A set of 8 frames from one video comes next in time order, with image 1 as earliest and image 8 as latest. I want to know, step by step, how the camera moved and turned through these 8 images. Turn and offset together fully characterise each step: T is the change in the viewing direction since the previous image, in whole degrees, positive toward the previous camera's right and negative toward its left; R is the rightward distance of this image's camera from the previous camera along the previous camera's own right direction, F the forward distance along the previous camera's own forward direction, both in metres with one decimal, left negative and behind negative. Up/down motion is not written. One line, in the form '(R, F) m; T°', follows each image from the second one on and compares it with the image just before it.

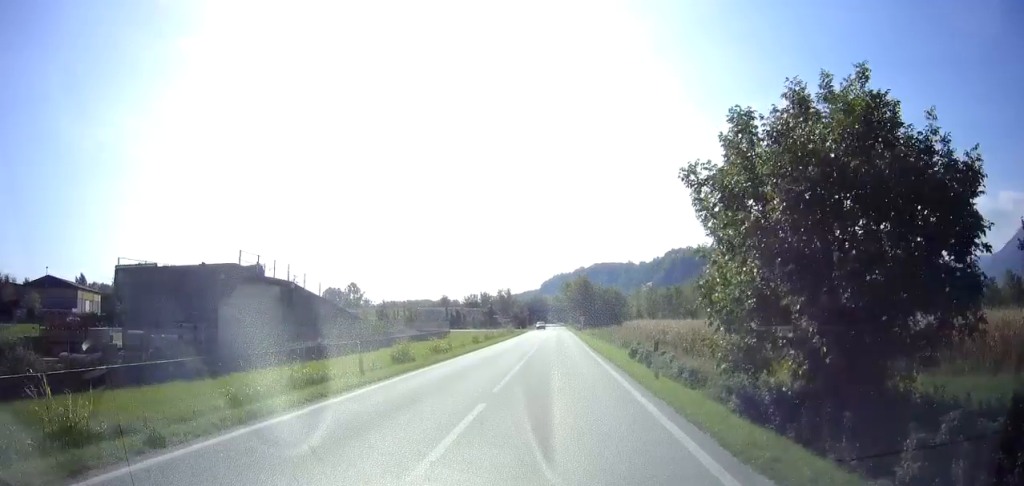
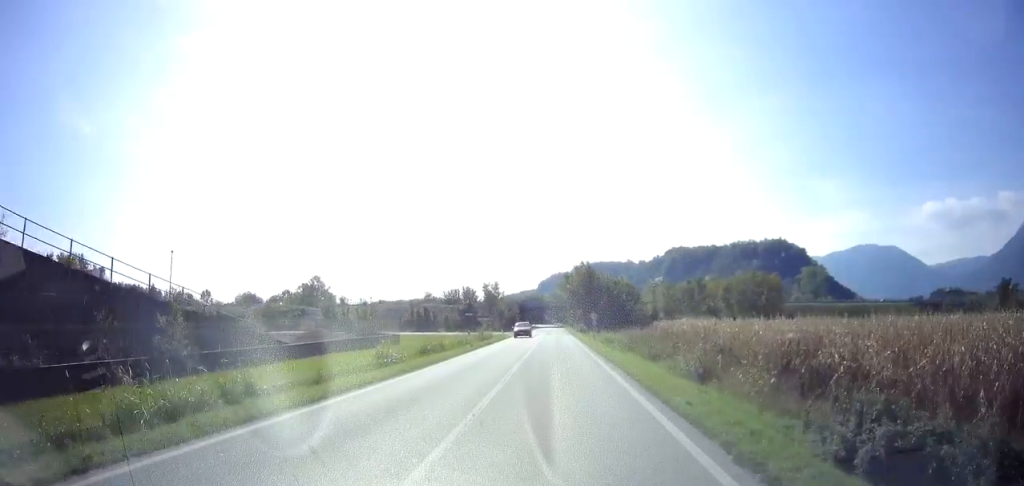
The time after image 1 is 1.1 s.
(+0.3, +23.6) m; +1°
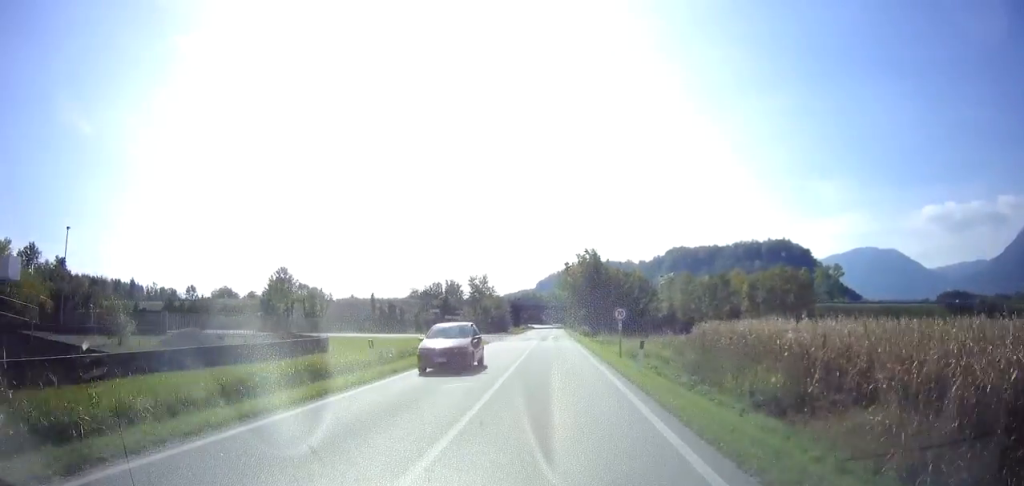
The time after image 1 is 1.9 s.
(0.0, +16.4) m; 0°
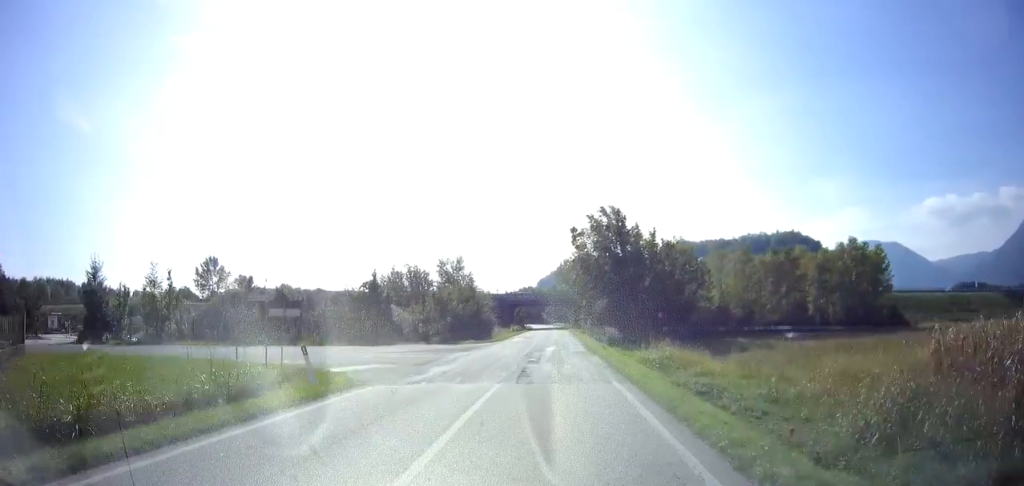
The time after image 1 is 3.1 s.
(-0.1, +26.9) m; 0°
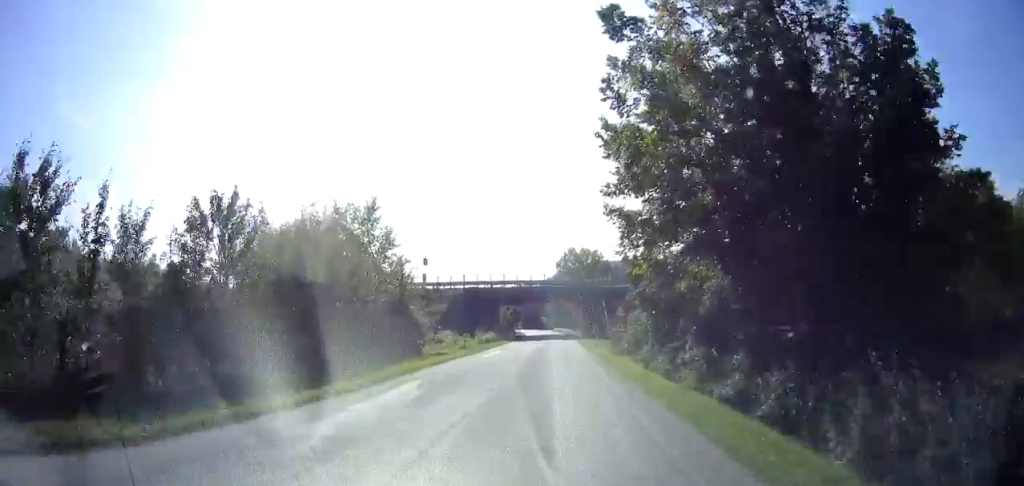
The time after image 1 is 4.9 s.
(0.0, +36.3) m; 0°
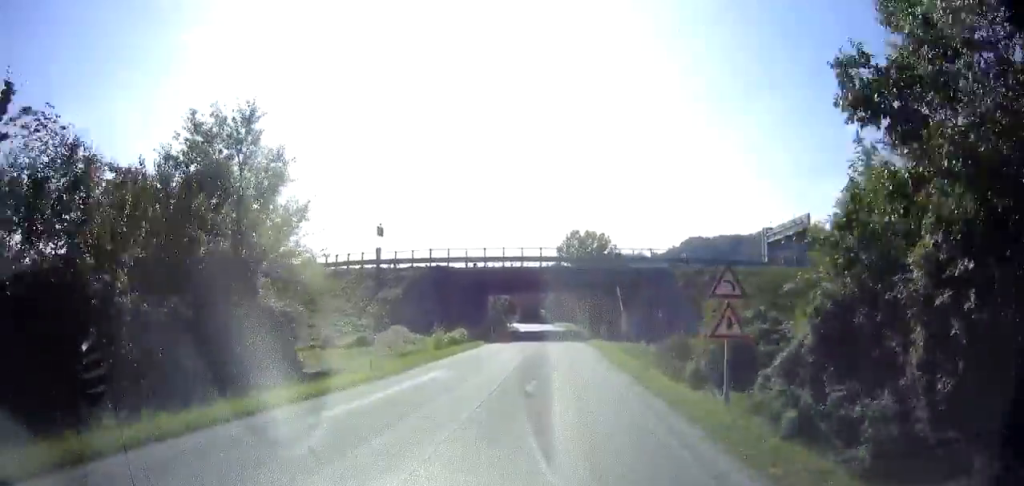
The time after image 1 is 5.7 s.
(0.0, +16.5) m; 0°
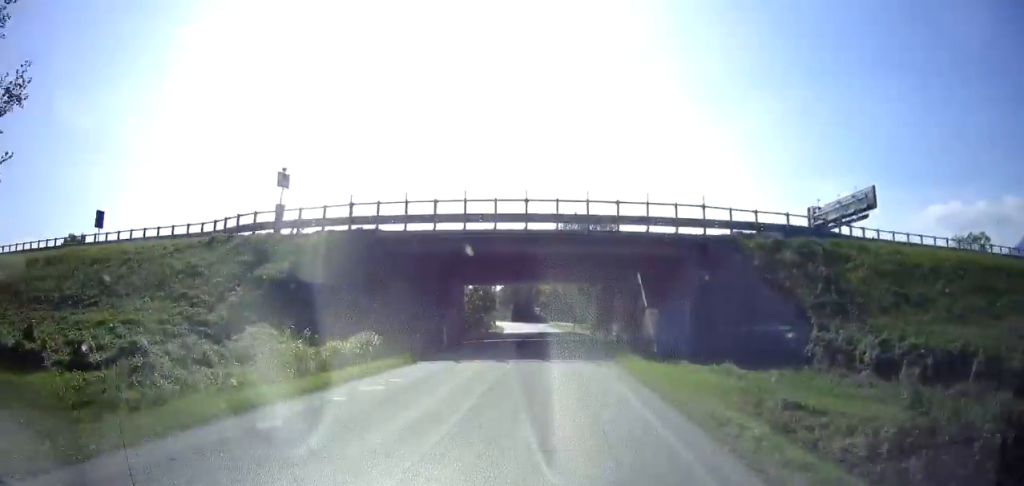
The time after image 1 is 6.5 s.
(-0.1, +16.6) m; 0°
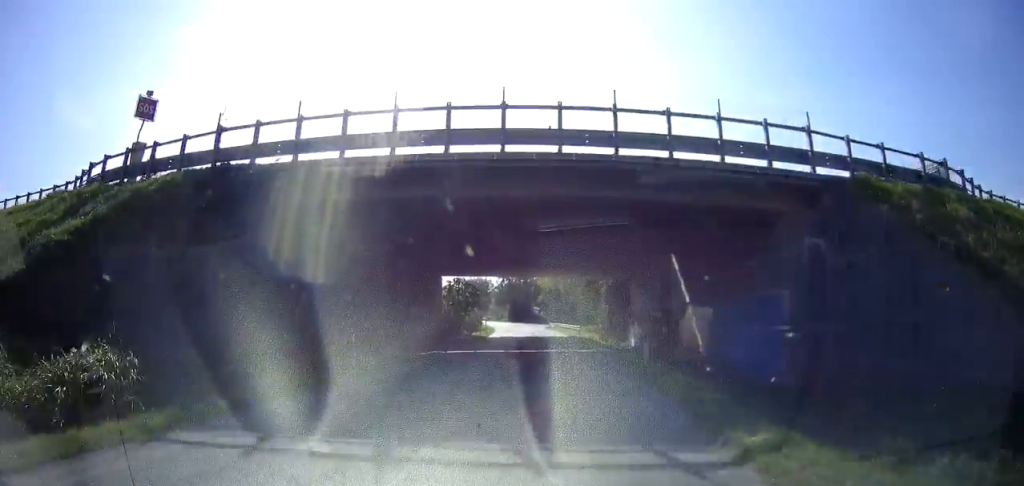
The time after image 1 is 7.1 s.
(0.0, +12.1) m; 0°
